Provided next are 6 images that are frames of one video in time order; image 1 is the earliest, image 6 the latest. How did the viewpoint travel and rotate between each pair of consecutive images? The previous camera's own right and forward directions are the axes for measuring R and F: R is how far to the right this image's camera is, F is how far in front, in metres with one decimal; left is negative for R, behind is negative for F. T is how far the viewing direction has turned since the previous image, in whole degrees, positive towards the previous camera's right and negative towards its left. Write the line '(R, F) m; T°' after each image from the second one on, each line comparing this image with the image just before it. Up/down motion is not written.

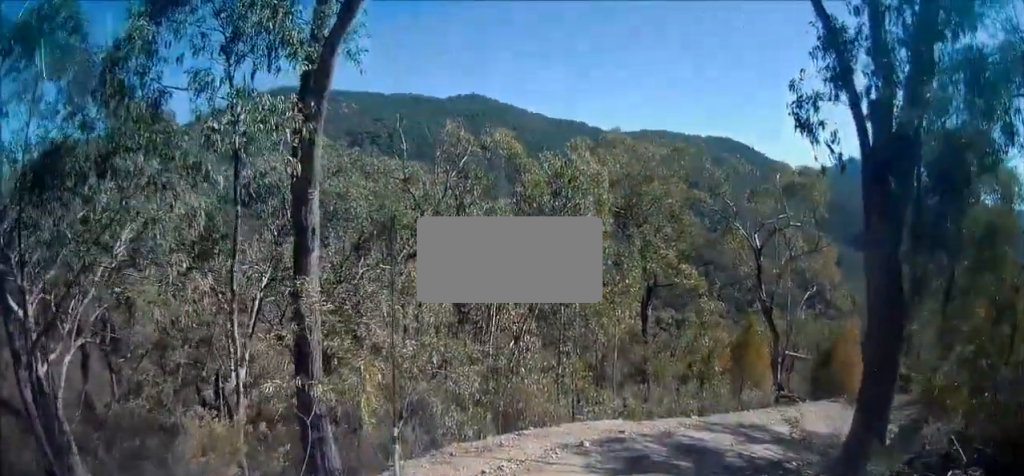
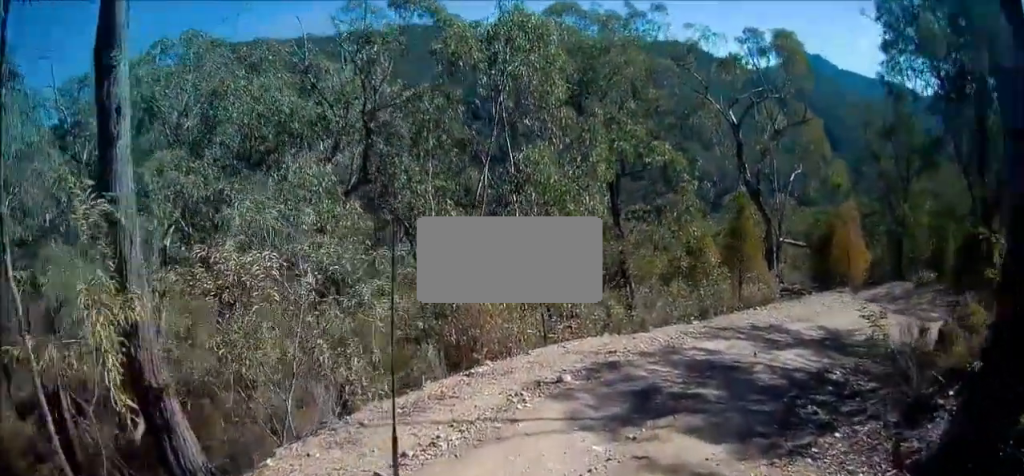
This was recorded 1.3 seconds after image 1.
(+0.3, +3.2) m; +5°
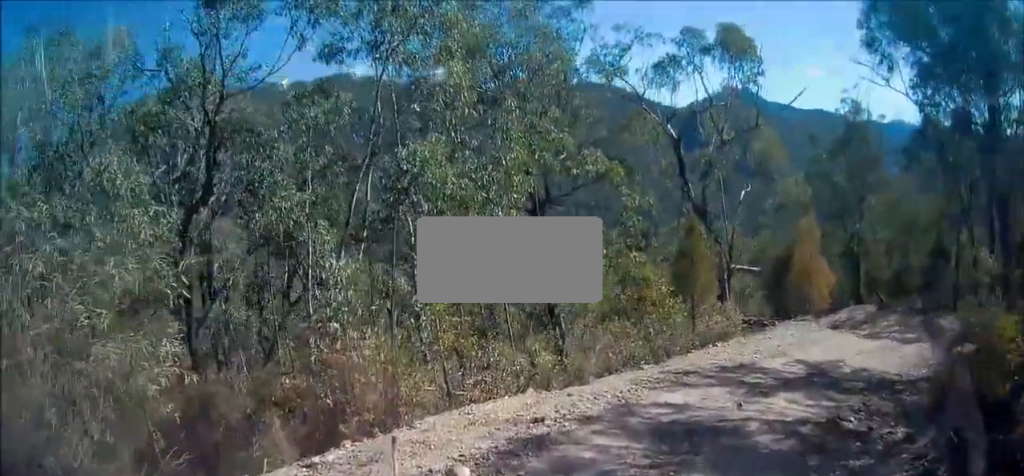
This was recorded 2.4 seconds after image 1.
(-0.2, +2.9) m; +8°
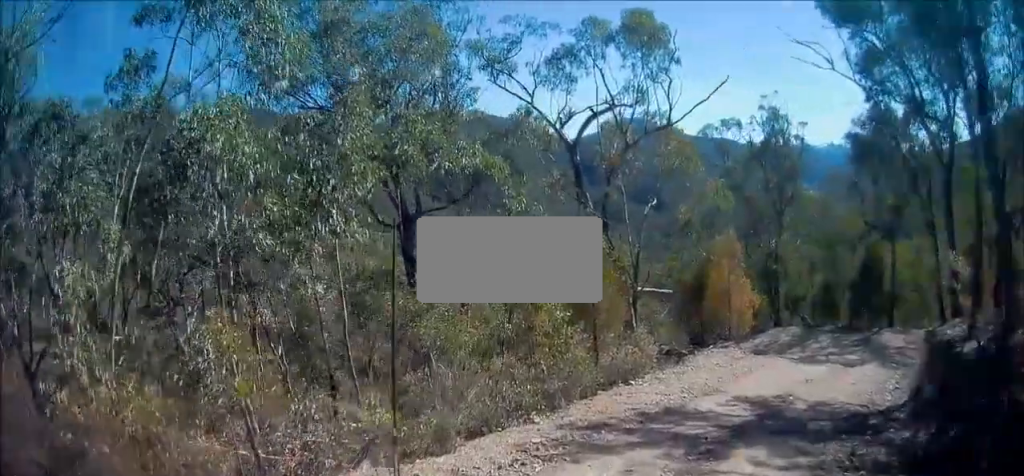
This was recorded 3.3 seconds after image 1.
(+0.5, +2.9) m; +19°
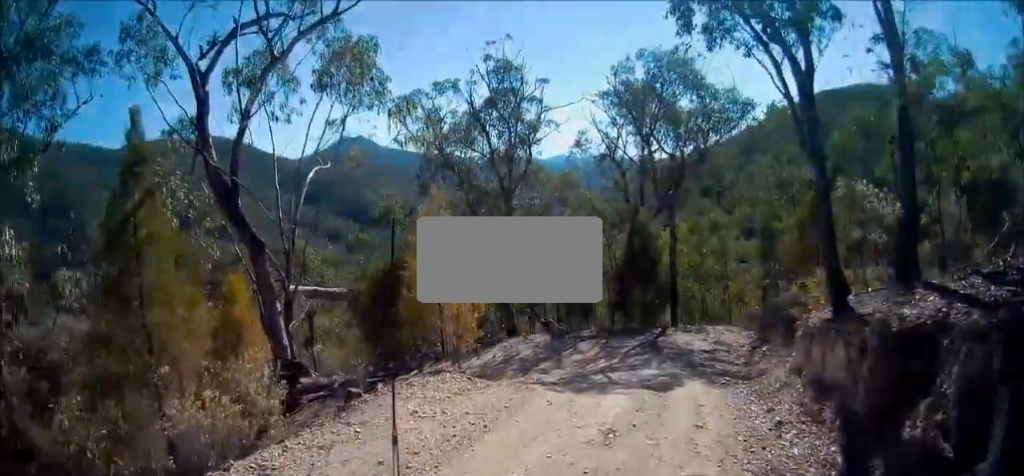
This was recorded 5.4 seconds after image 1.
(+0.5, +6.9) m; +7°
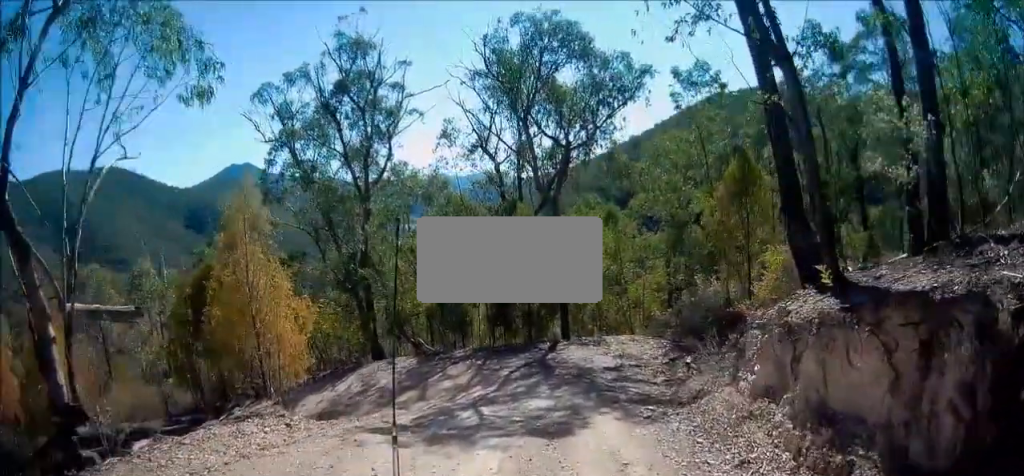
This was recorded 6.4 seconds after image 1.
(+0.6, +3.4) m; +16°
